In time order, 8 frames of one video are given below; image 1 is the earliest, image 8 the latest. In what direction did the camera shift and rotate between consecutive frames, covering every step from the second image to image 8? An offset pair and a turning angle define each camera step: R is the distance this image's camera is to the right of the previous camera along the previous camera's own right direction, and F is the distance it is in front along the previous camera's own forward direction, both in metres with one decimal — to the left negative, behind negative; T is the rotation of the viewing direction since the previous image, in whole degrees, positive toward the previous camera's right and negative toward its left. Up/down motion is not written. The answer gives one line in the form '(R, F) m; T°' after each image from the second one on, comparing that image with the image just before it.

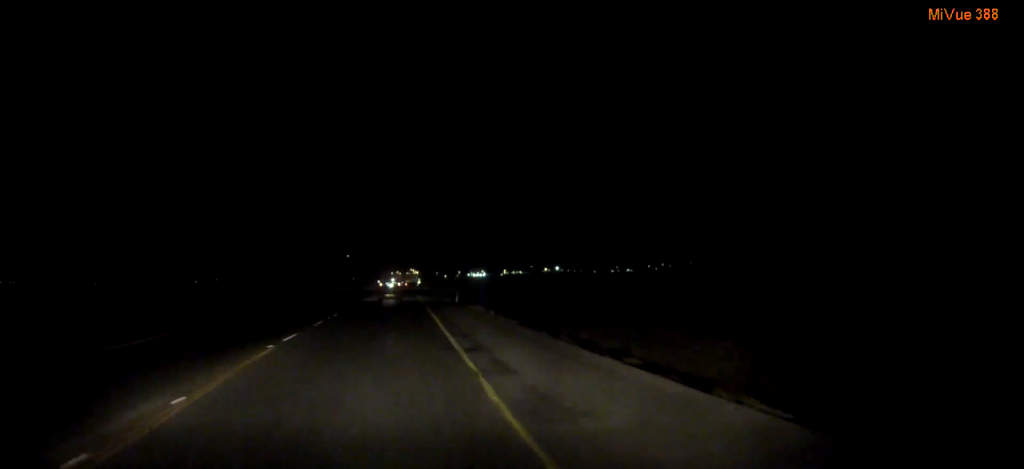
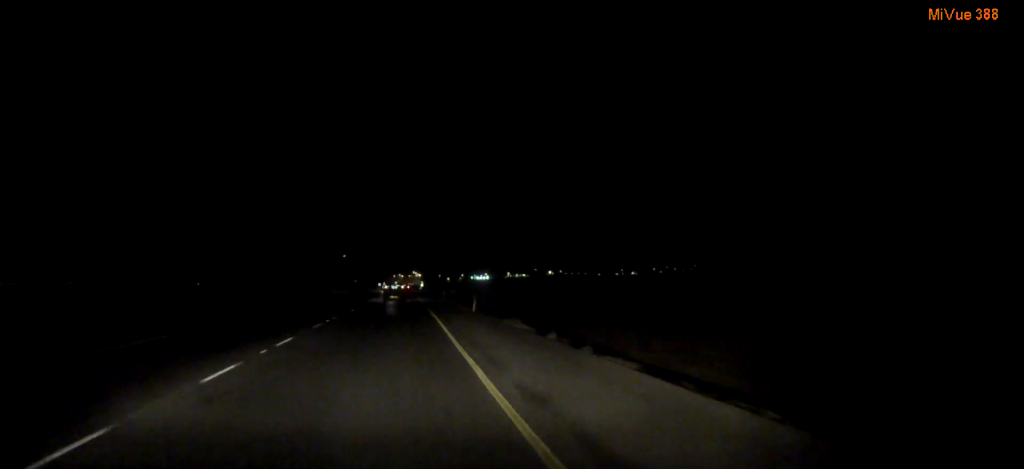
(0.0, +12.8) m; 0°
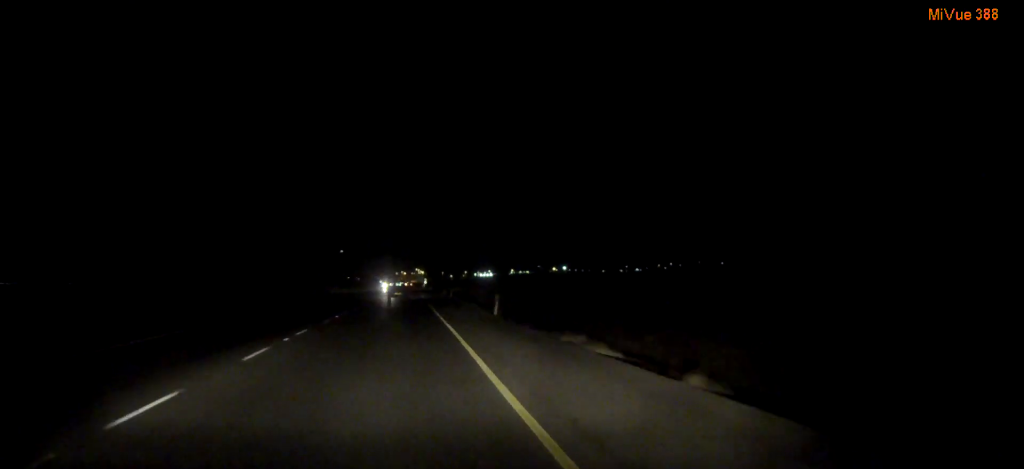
(0.0, +9.4) m; 0°
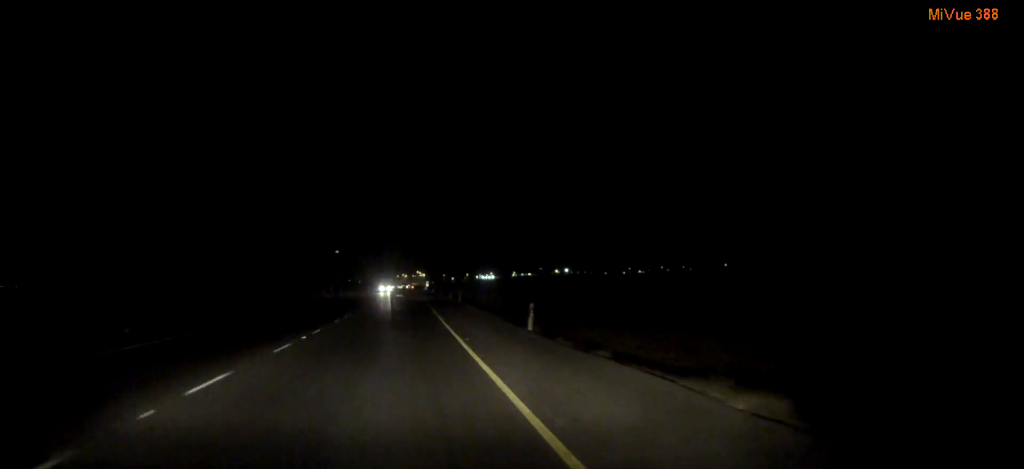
(0.0, +9.4) m; 0°
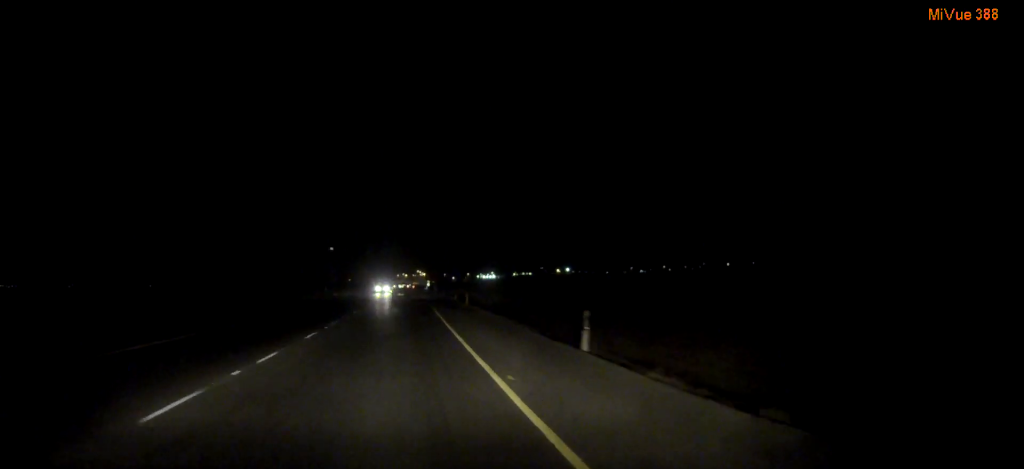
(0.0, +7.8) m; 0°
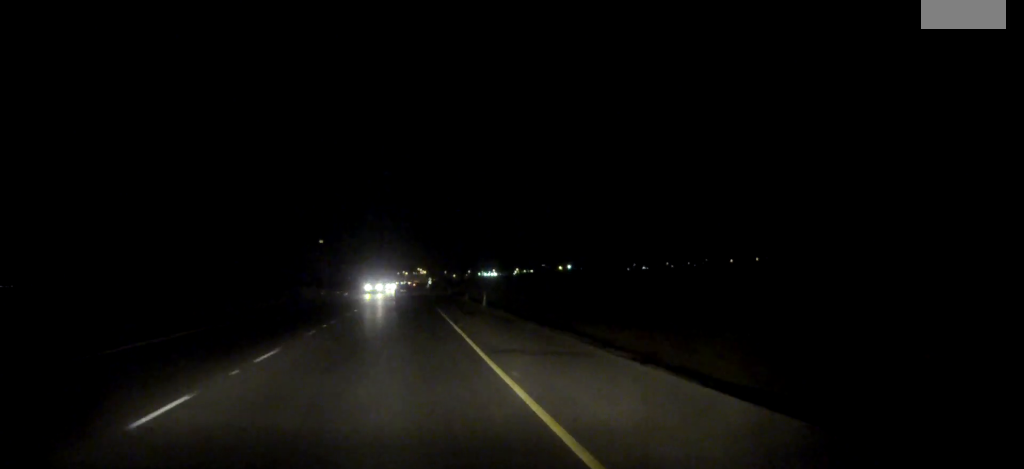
(0.0, +12.5) m; 0°
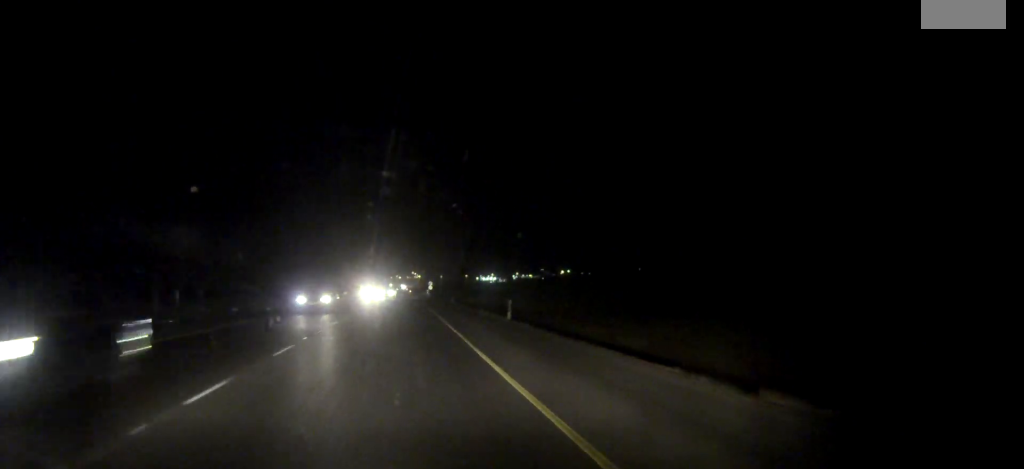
(+0.1, +51.3) m; 0°
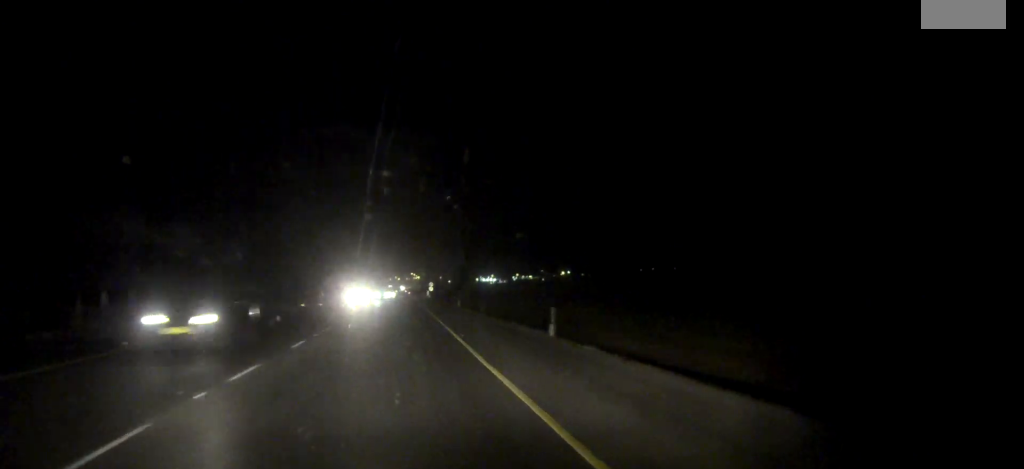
(0.0, +9.4) m; 0°
